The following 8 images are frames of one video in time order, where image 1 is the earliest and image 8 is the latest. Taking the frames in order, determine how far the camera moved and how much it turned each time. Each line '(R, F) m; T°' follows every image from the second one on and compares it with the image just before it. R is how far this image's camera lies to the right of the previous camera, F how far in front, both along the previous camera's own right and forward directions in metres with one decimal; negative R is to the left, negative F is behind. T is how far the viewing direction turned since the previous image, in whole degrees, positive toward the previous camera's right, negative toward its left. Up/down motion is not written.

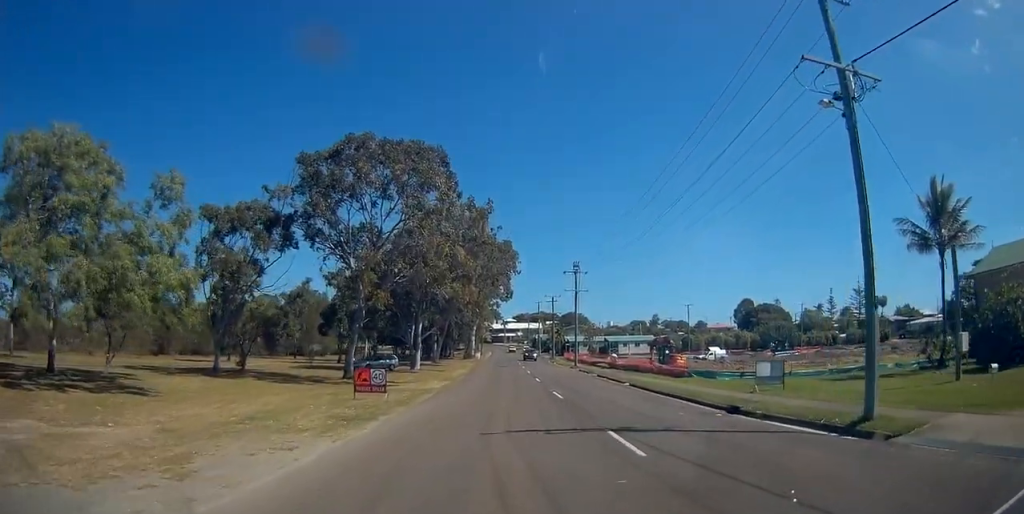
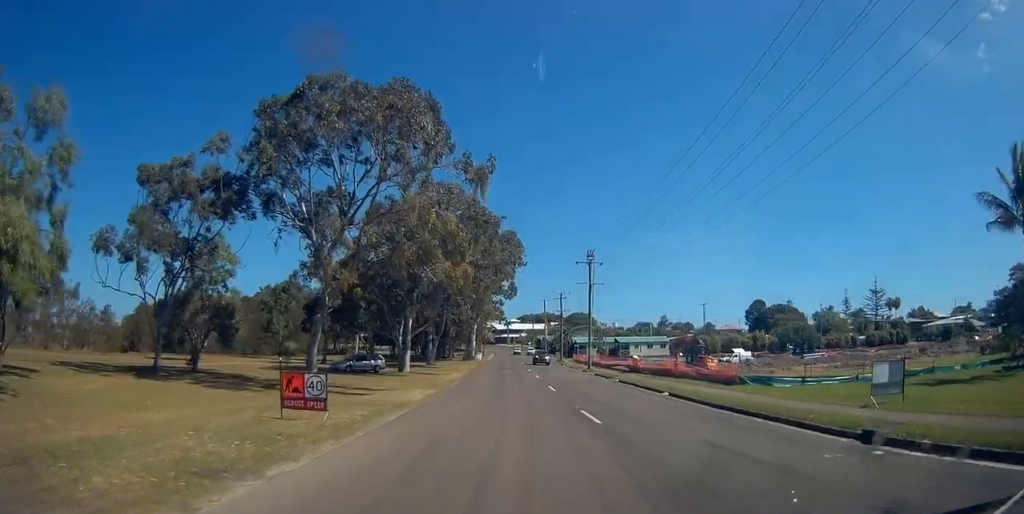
(-0.1, +7.5) m; 0°
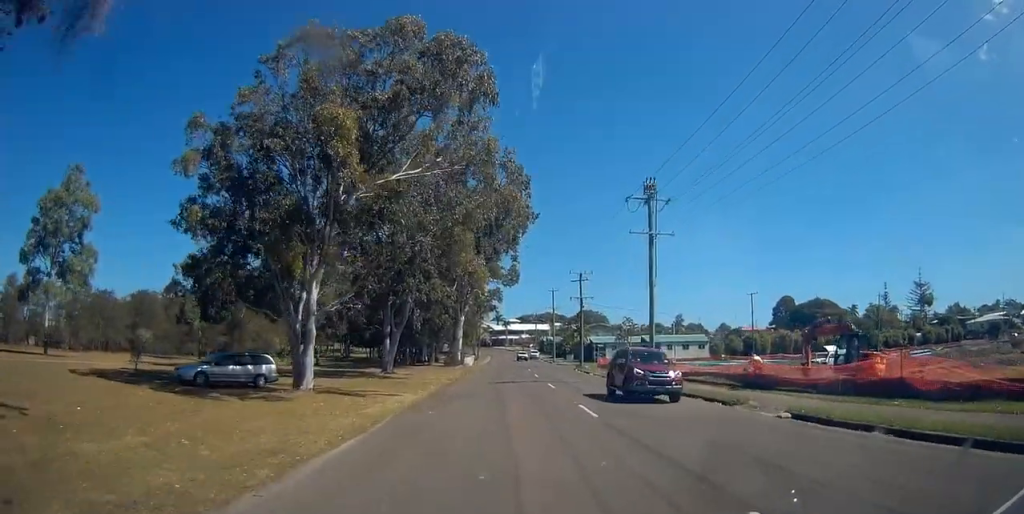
(-0.1, +22.6) m; 0°
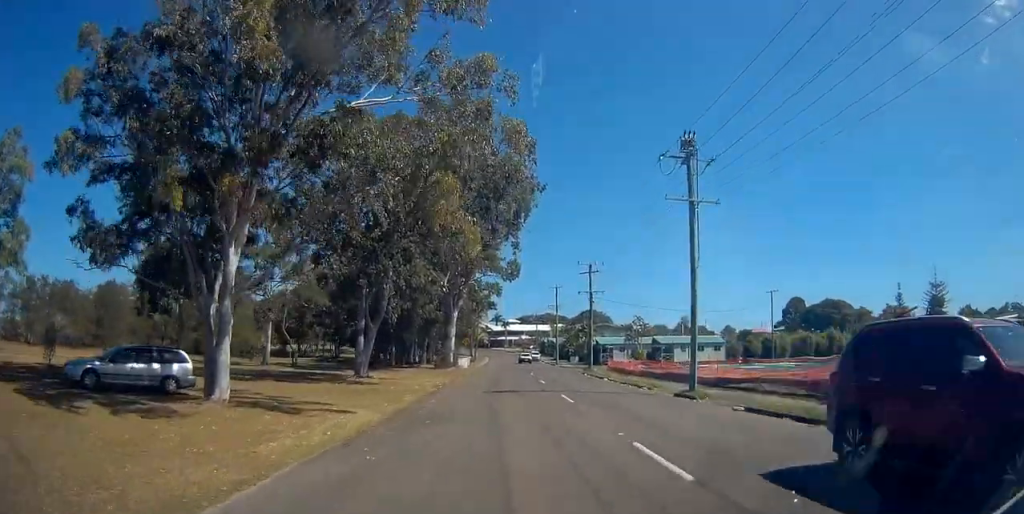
(0.0, +7.1) m; 0°
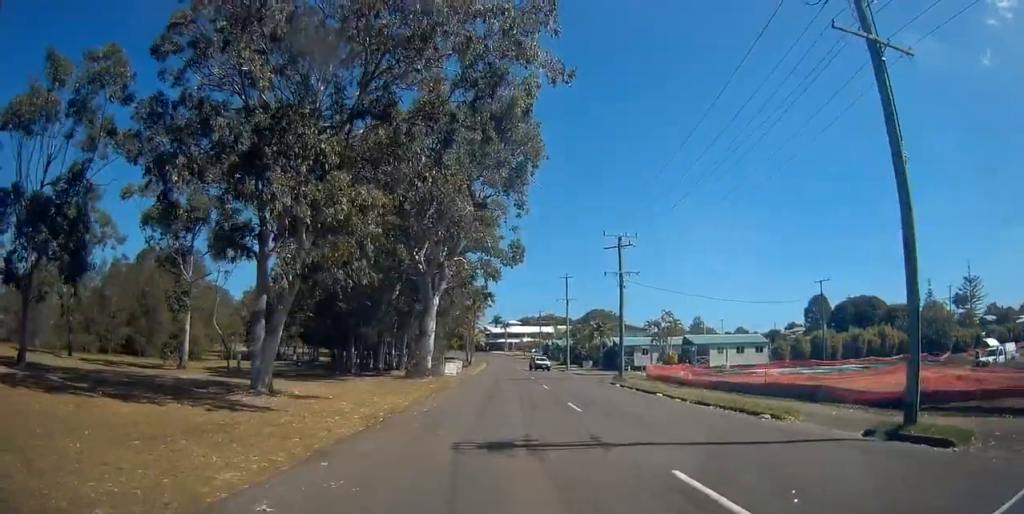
(0.0, +14.2) m; -1°
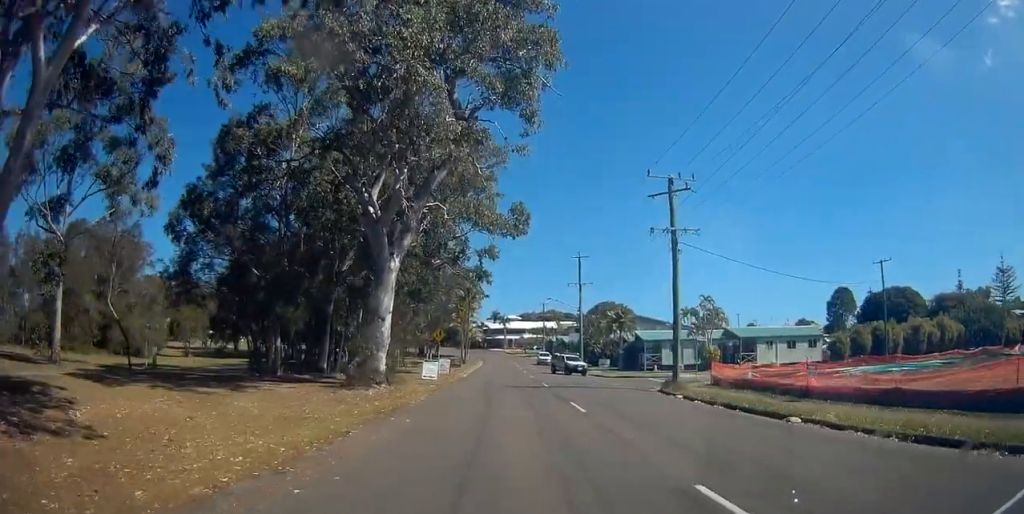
(-0.1, +13.2) m; 0°
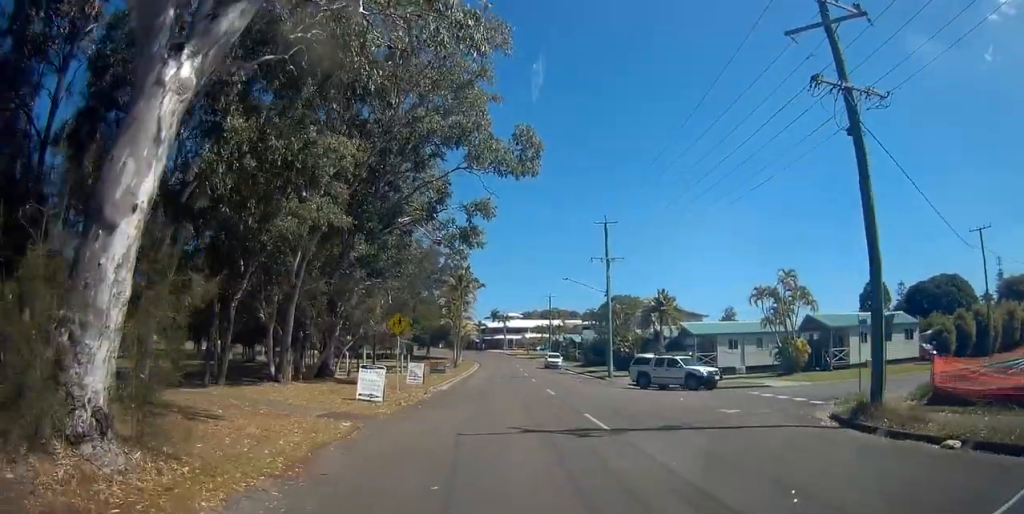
(+0.2, +16.4) m; -1°
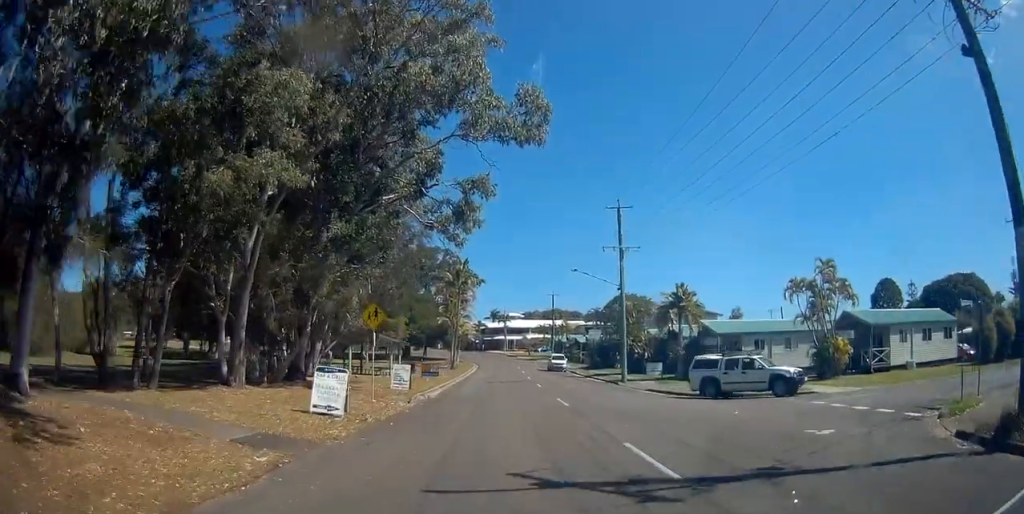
(+0.1, +5.0) m; -1°
